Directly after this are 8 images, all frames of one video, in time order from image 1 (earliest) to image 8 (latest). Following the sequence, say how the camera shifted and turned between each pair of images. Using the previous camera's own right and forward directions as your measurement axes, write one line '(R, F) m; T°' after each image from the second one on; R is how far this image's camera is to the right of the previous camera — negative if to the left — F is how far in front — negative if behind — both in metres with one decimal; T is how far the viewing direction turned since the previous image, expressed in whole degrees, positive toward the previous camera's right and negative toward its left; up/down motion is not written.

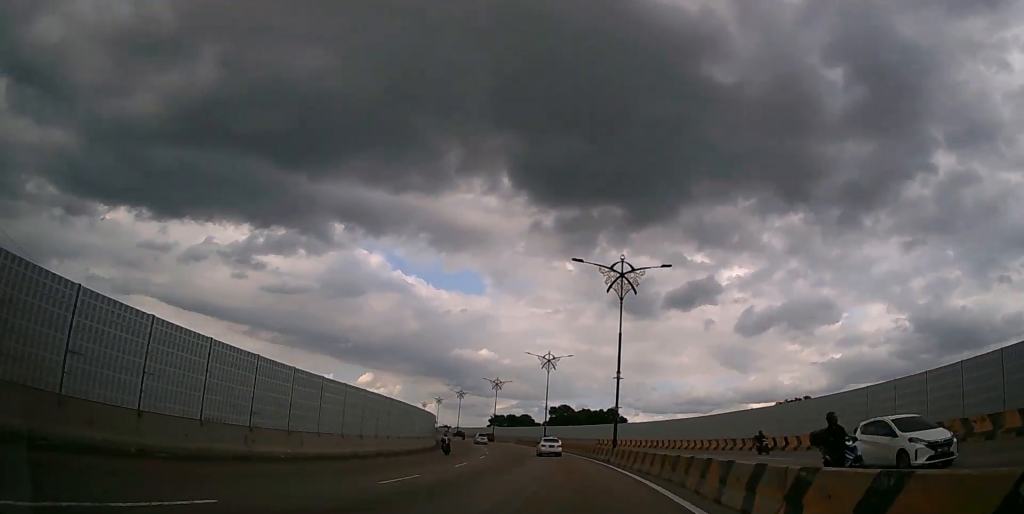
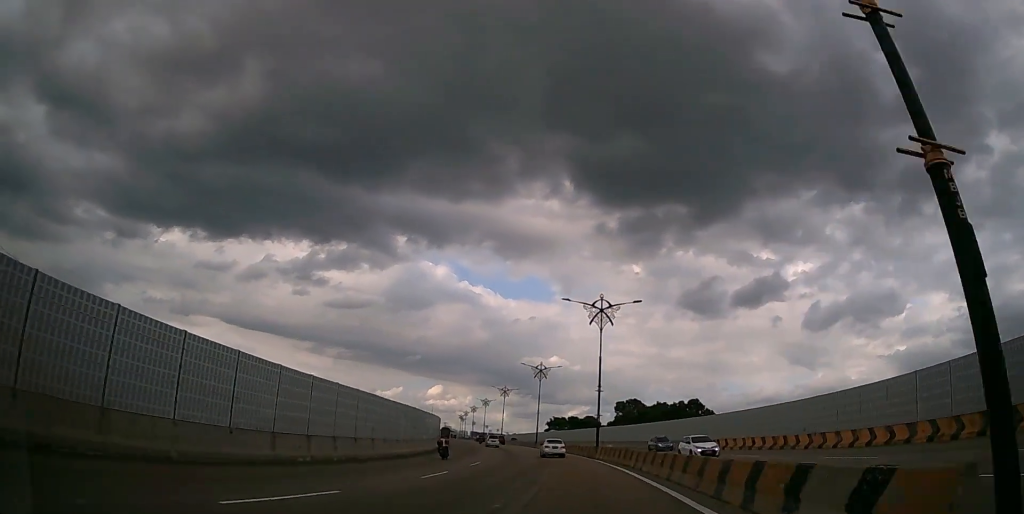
(-1.9, +30.0) m; -7°
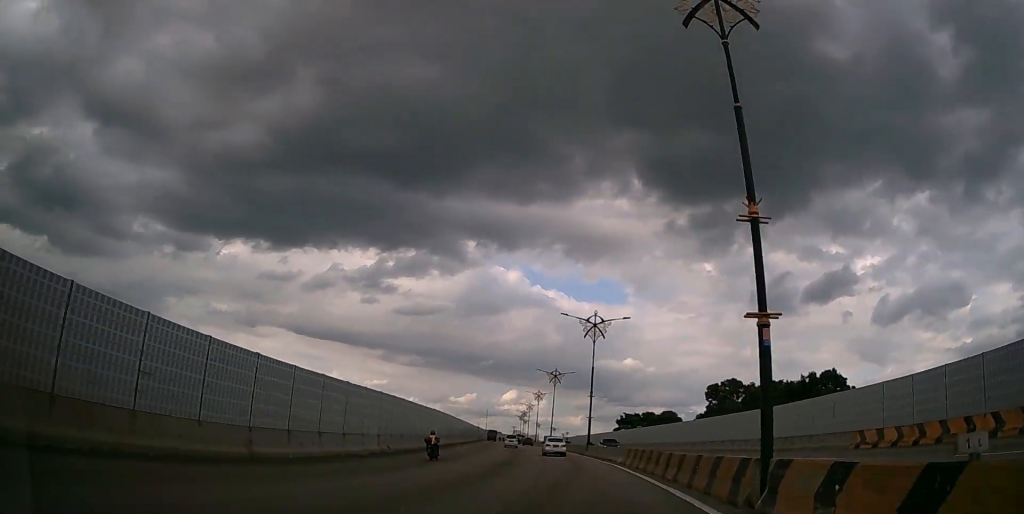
(-2.2, +33.8) m; -8°
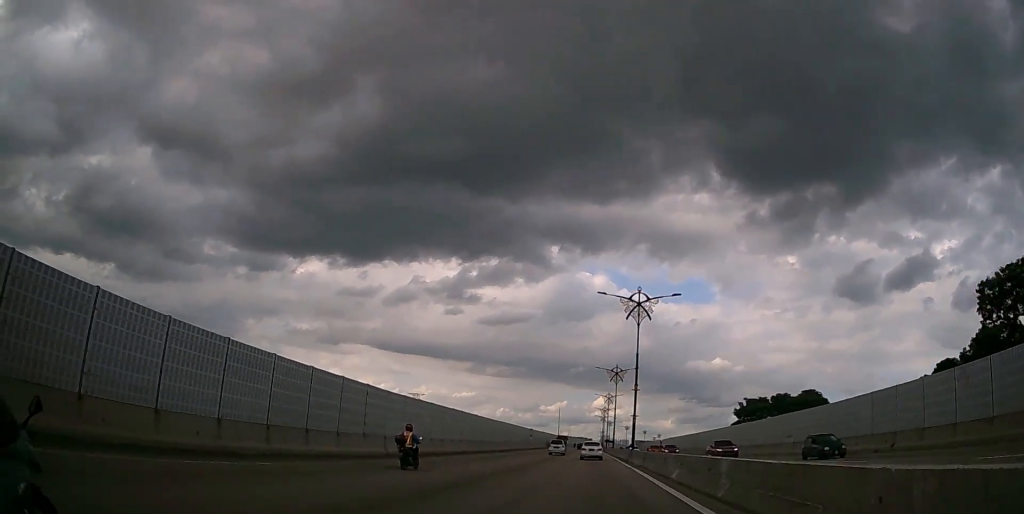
(-4.4, +48.7) m; -9°
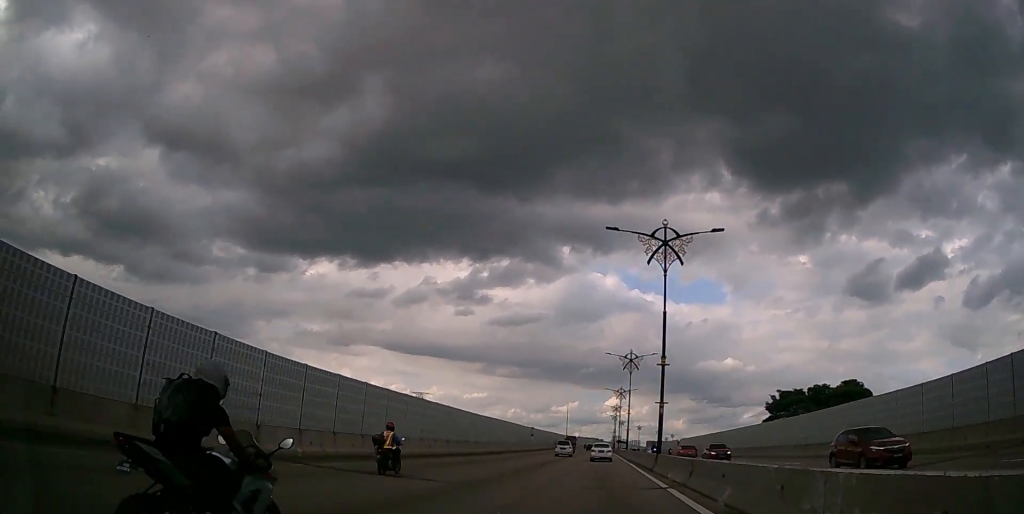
(-0.1, +12.4) m; -2°
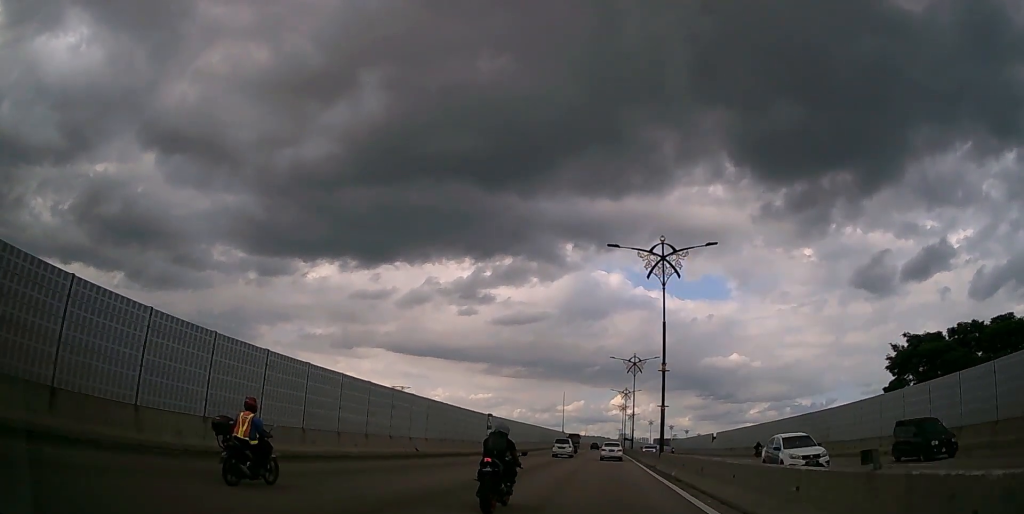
(-0.9, +36.9) m; -1°
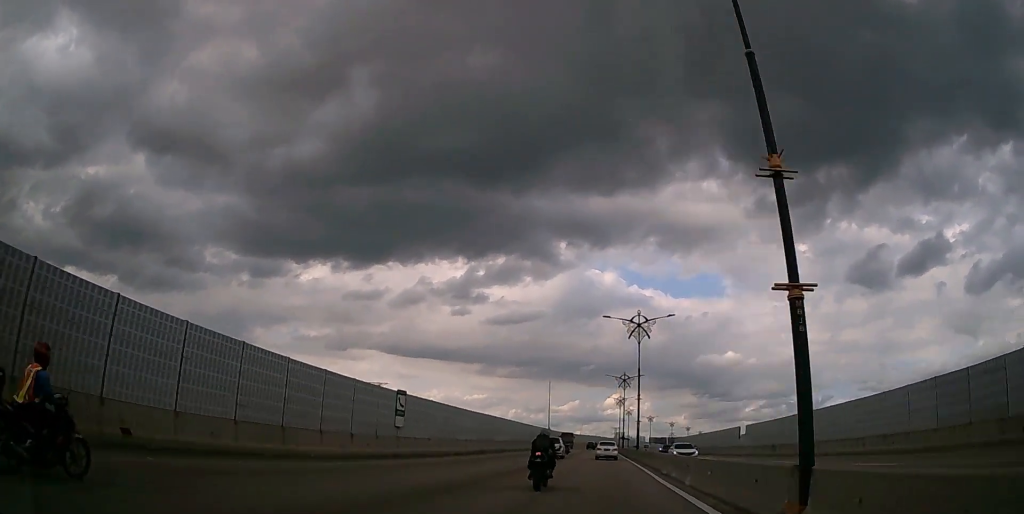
(0.0, +22.2) m; 0°
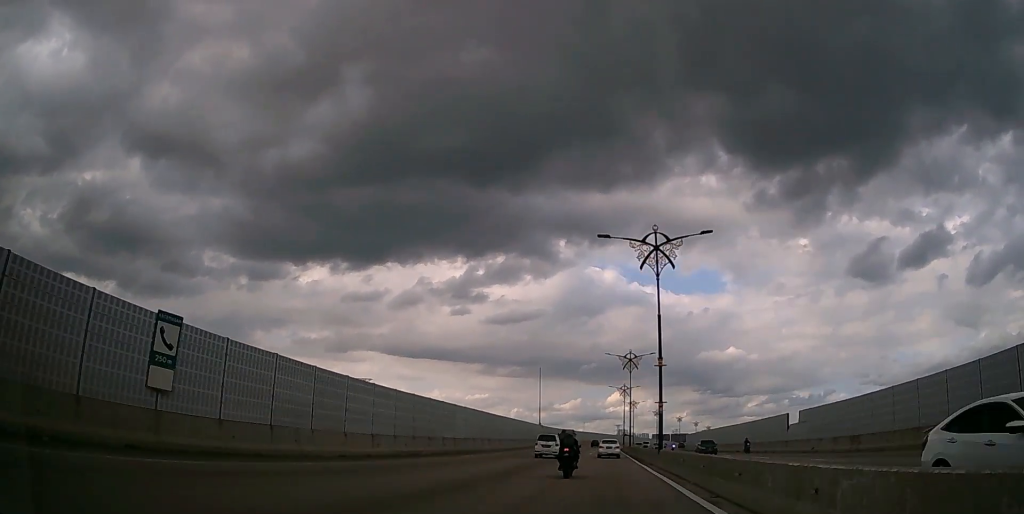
(+0.1, +18.7) m; 0°
